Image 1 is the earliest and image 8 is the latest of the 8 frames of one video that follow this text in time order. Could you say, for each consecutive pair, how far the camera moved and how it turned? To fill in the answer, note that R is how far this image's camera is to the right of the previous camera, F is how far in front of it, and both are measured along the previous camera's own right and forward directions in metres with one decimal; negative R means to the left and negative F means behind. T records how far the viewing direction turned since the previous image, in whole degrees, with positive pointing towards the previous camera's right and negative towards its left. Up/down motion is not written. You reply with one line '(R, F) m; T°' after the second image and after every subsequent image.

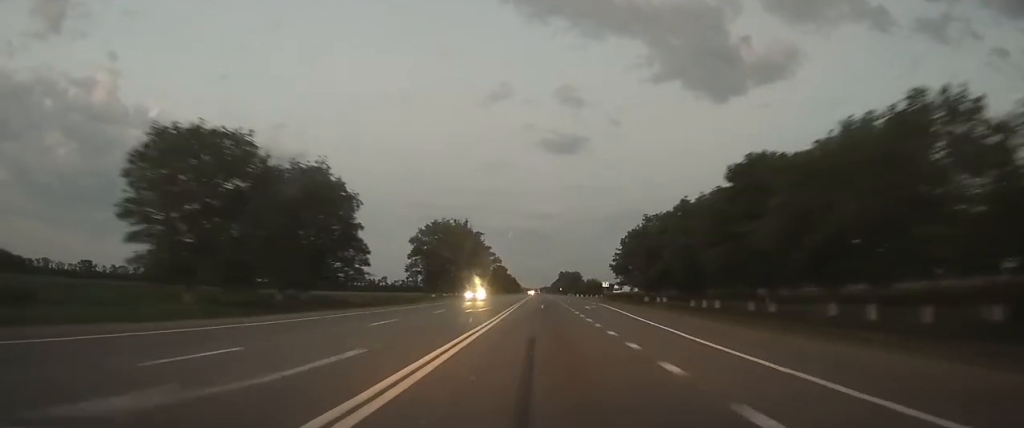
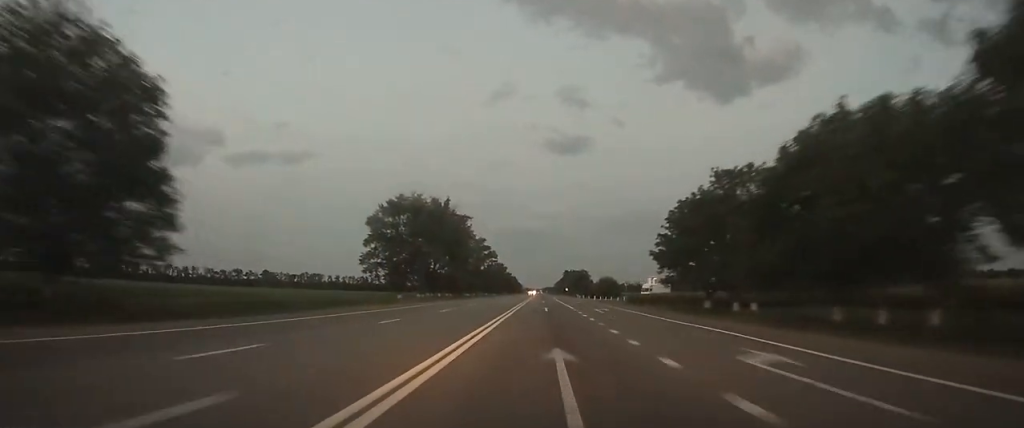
(0.0, +35.5) m; 0°
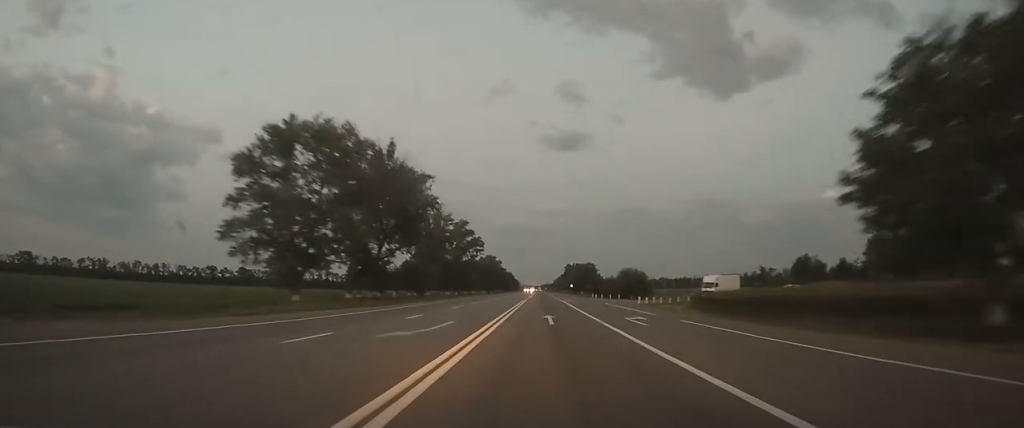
(0.0, +44.4) m; 0°
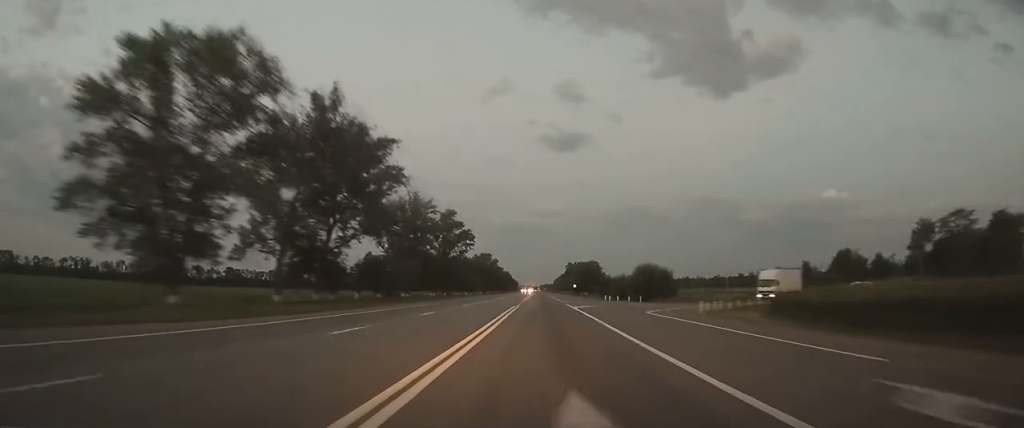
(0.0, +21.0) m; 0°
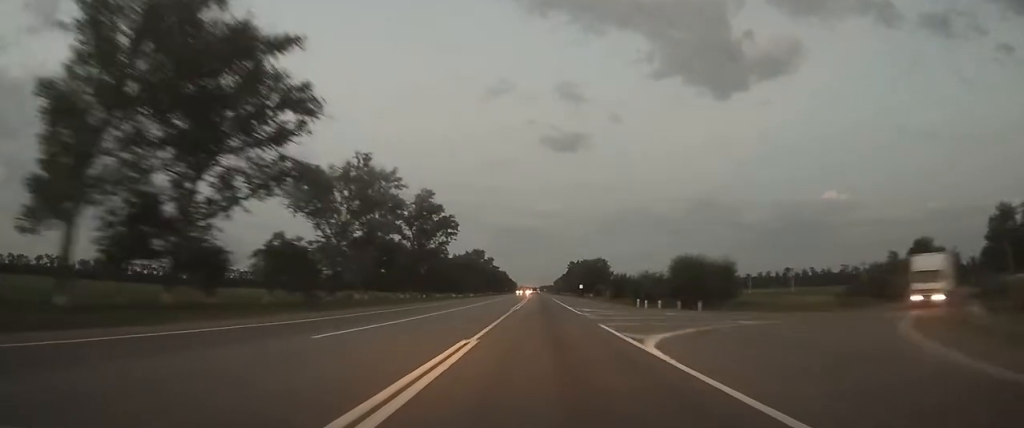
(+0.1, +27.6) m; 0°
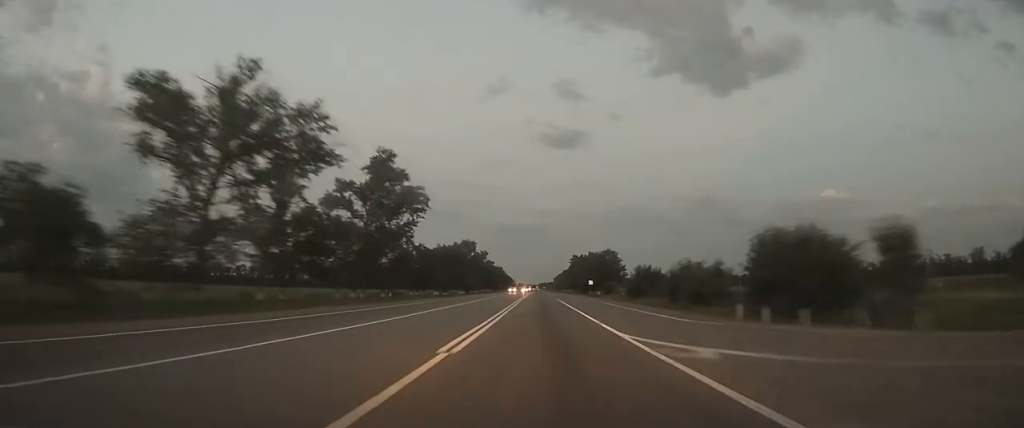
(+0.1, +28.8) m; 0°
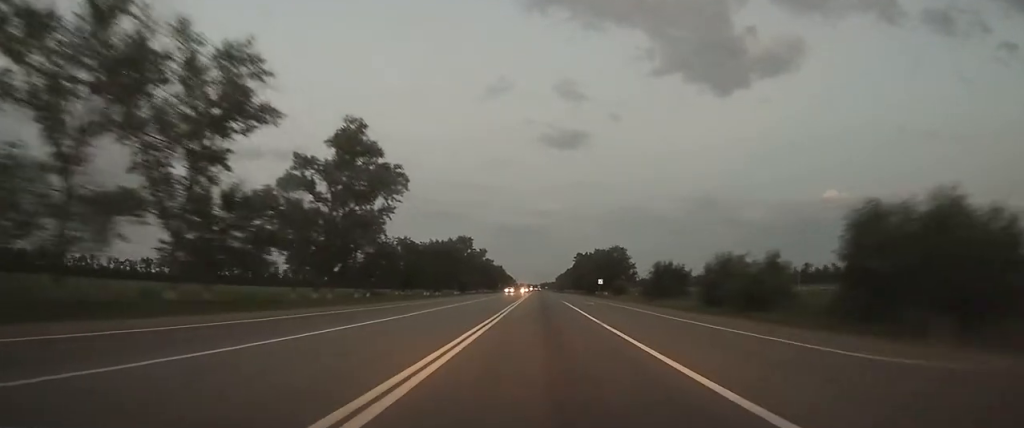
(0.0, +14.4) m; 0°
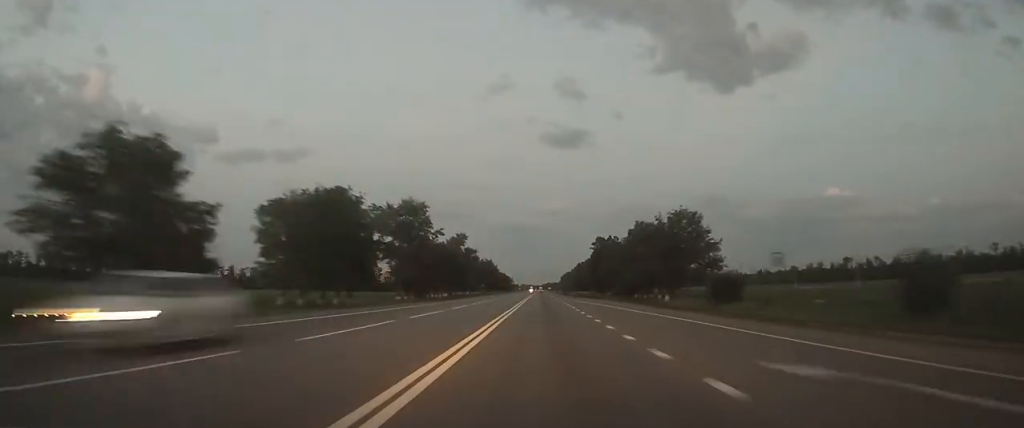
(-0.3, +73.2) m; 0°
